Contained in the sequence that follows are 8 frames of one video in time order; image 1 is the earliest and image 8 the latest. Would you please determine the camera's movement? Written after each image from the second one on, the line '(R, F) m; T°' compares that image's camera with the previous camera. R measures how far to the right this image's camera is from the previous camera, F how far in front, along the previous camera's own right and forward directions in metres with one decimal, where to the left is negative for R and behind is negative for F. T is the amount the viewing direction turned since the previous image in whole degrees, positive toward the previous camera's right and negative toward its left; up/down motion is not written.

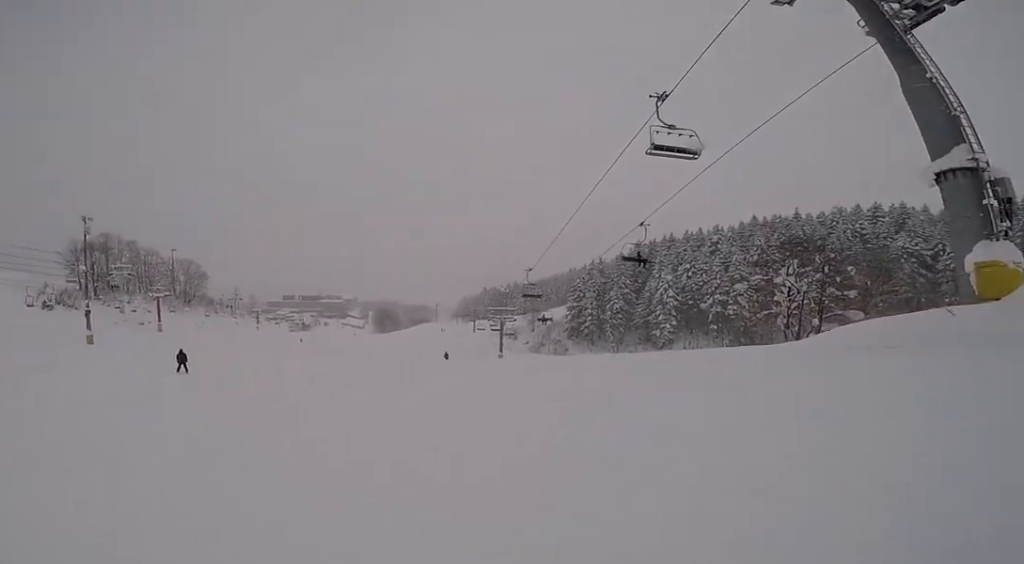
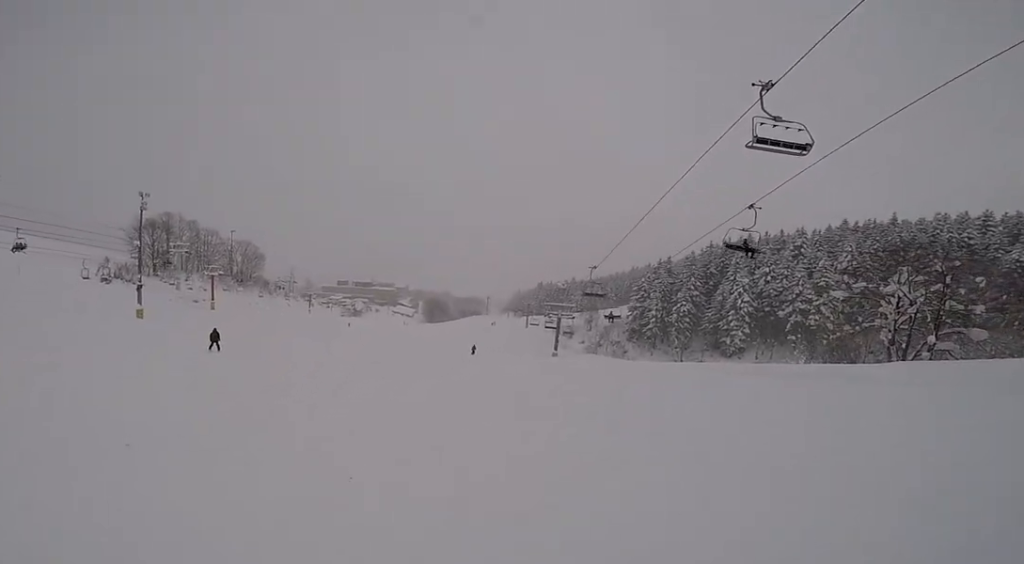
(+0.4, +2.6) m; -2°
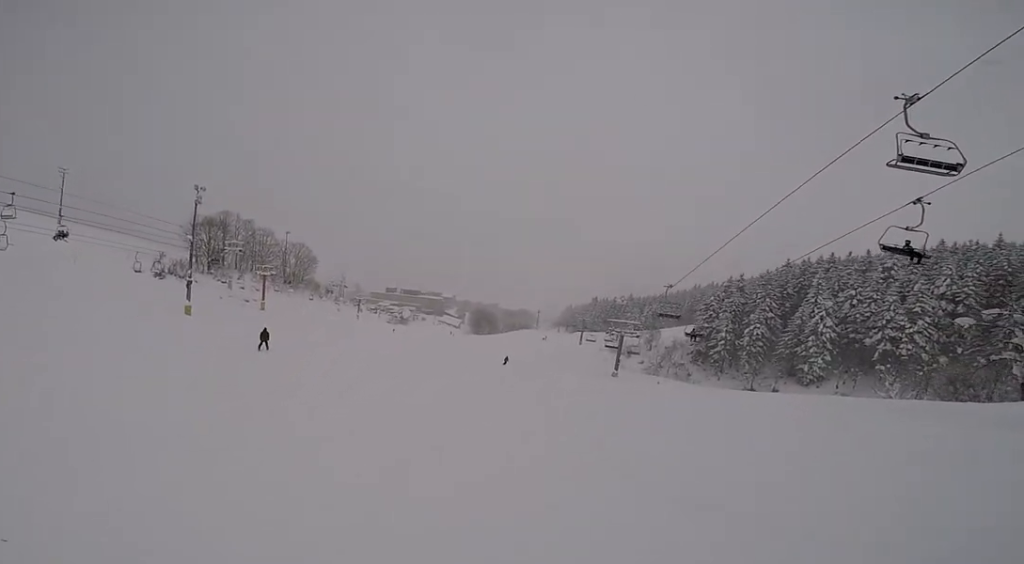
(-0.9, +3.2) m; -13°
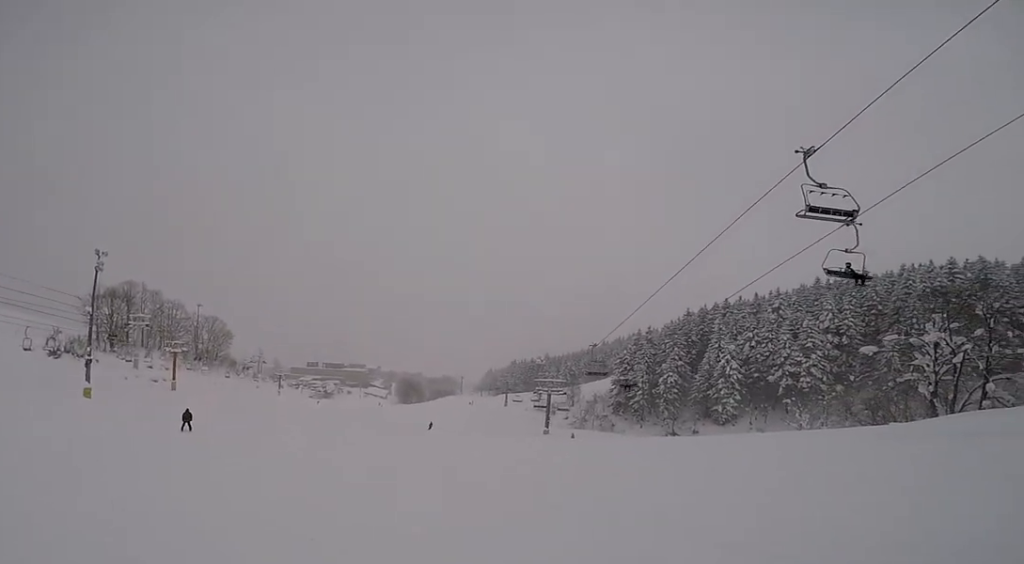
(-0.1, +2.2) m; +5°
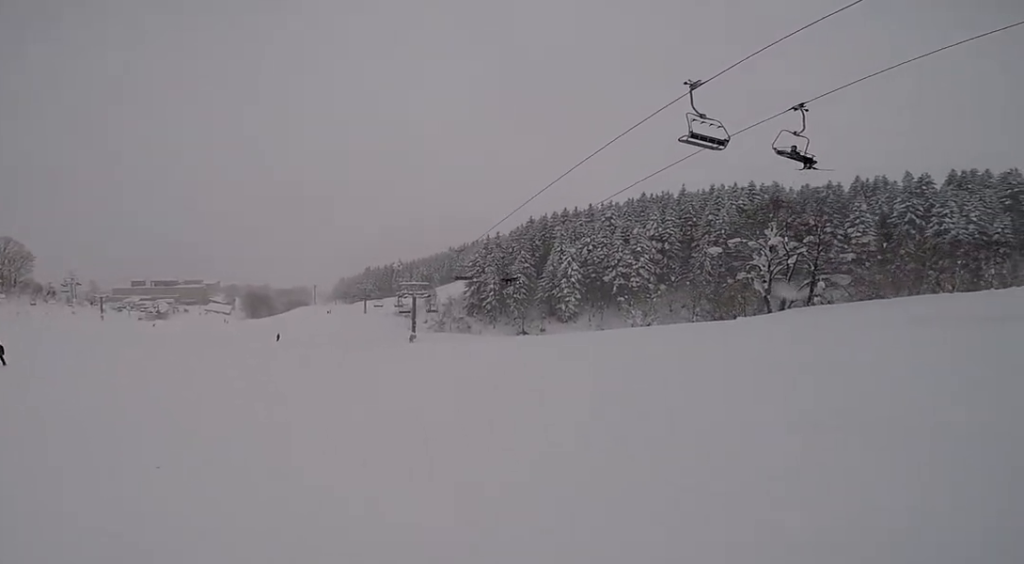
(+0.3, +3.9) m; +21°
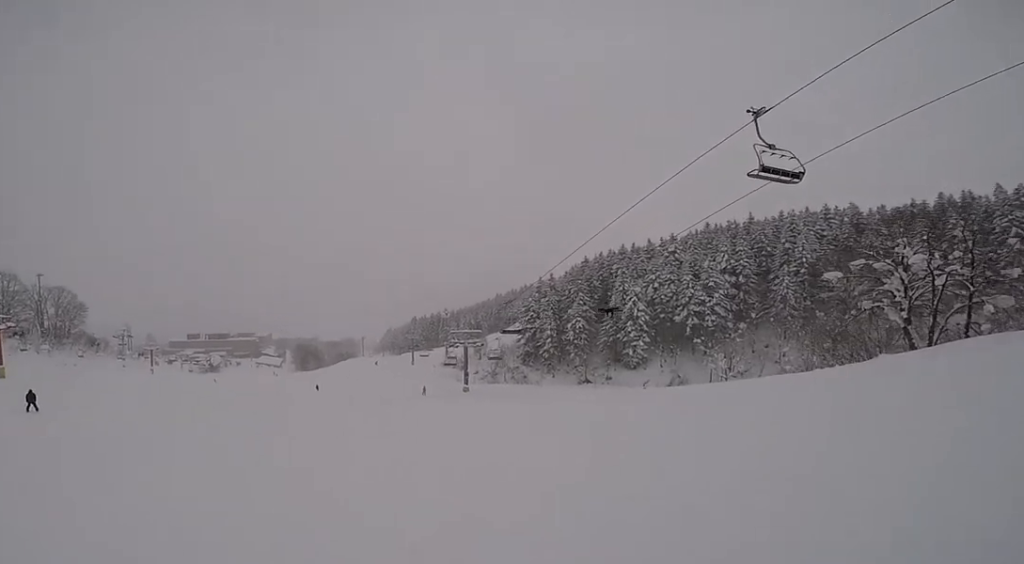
(+1.5, +6.3) m; -4°
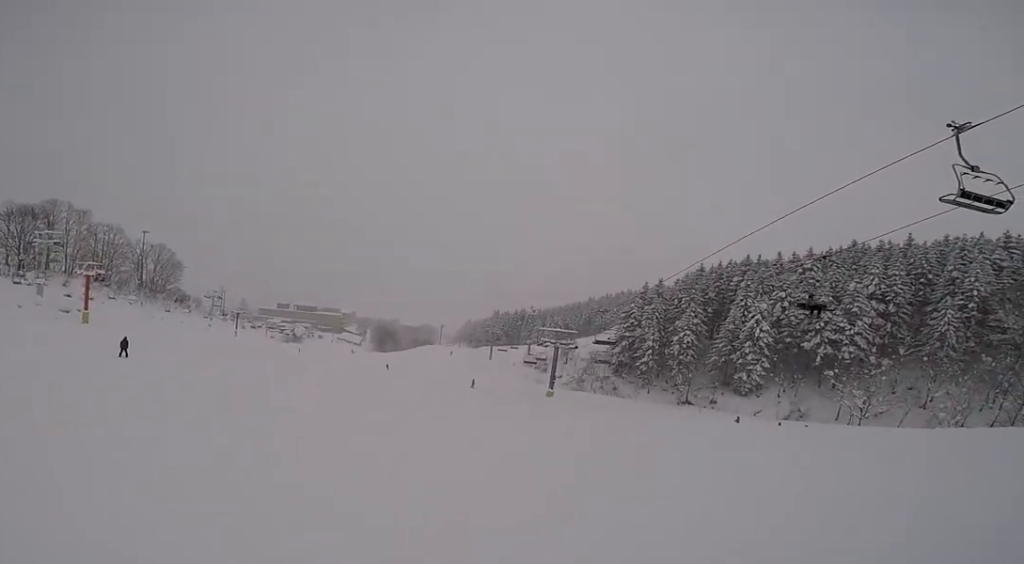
(-1.2, +5.9) m; +2°
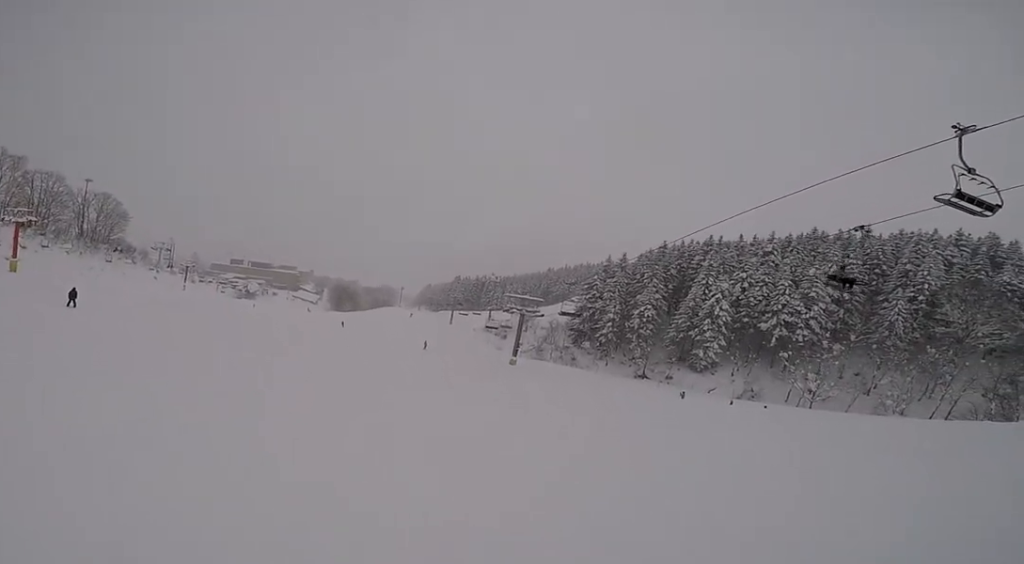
(+1.0, +2.8) m; +10°
